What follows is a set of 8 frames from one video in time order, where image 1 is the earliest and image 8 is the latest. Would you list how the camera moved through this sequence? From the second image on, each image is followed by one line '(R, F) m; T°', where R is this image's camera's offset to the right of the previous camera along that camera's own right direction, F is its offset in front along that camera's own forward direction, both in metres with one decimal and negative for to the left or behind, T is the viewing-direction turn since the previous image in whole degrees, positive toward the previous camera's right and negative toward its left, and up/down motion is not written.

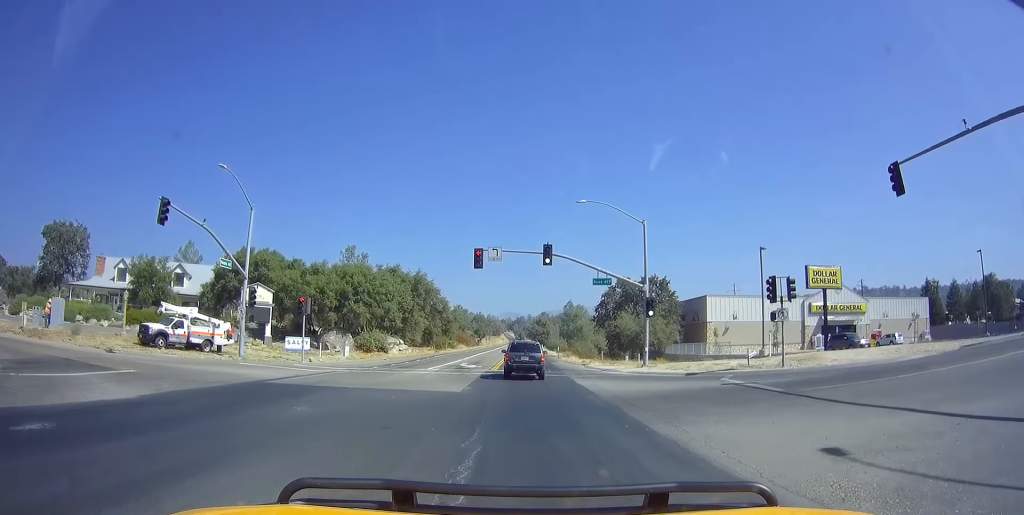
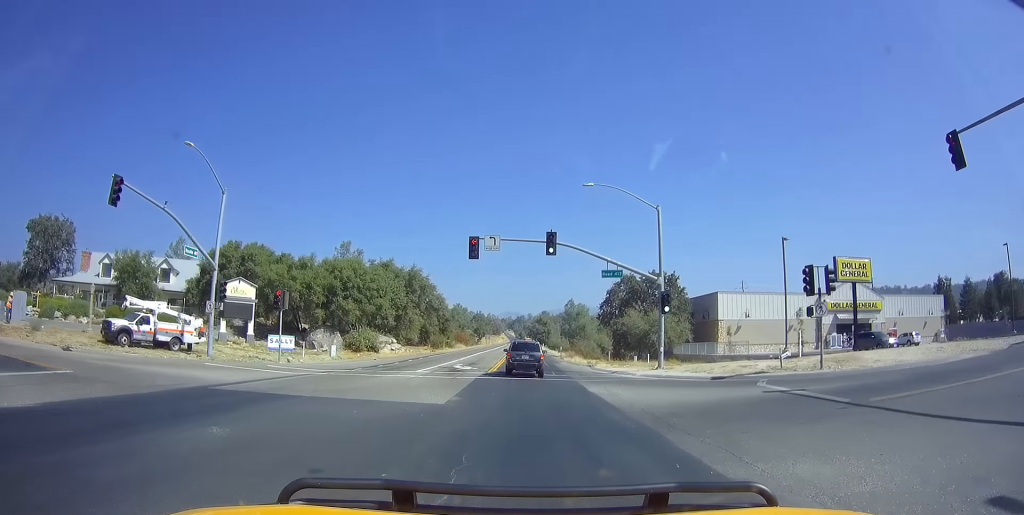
(-0.1, +3.8) m; 0°
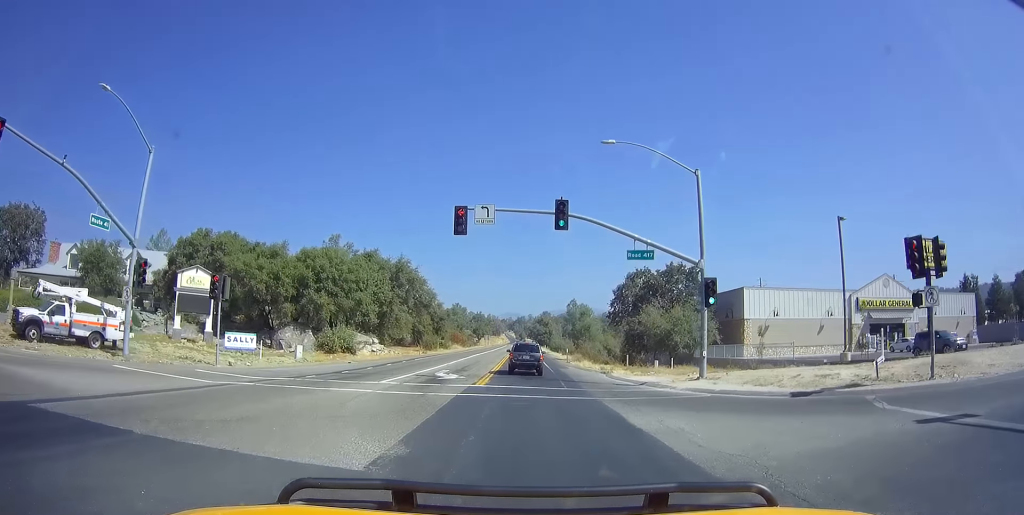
(-0.5, +7.3) m; 0°
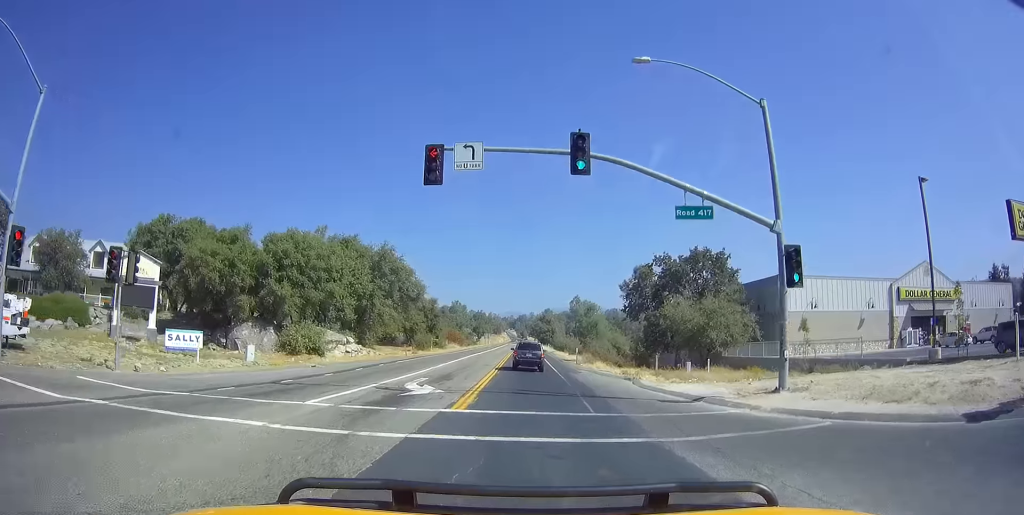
(+0.4, +7.7) m; 0°
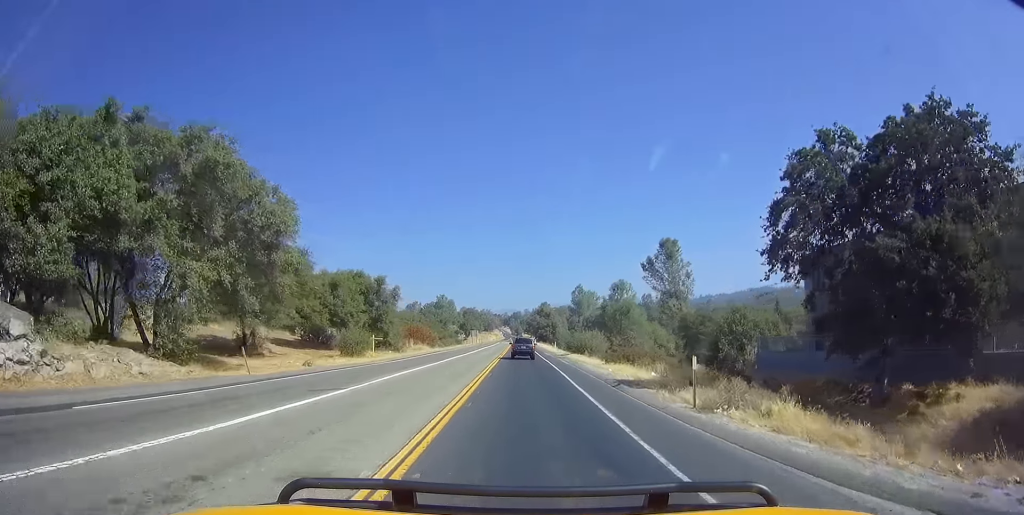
(+0.1, +30.0) m; -1°
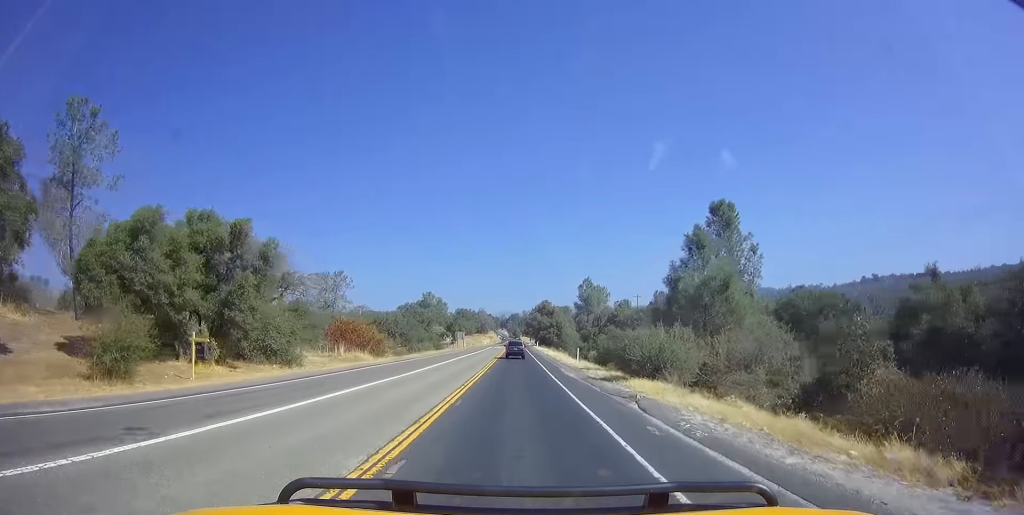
(-0.1, +29.1) m; 0°
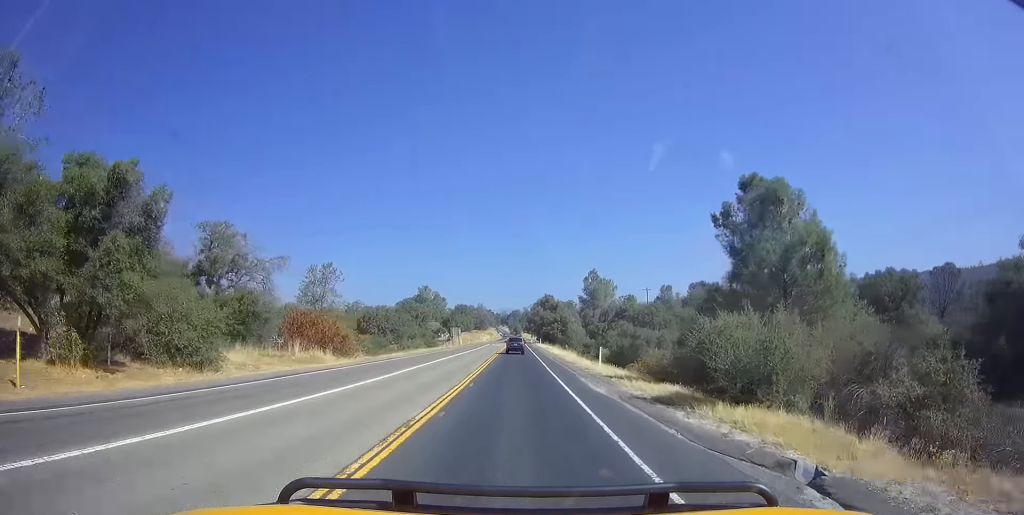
(-0.4, +10.2) m; 0°
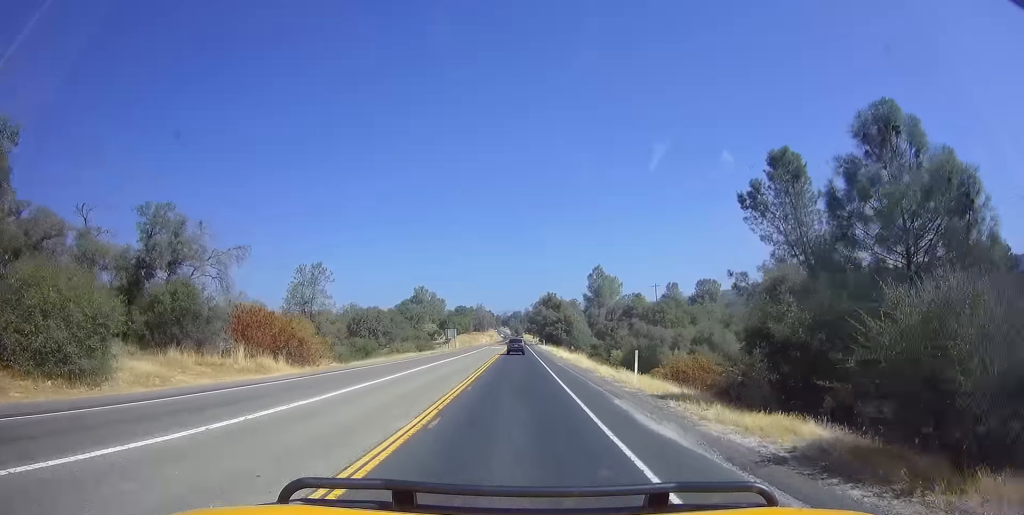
(-0.1, +8.2) m; 0°
